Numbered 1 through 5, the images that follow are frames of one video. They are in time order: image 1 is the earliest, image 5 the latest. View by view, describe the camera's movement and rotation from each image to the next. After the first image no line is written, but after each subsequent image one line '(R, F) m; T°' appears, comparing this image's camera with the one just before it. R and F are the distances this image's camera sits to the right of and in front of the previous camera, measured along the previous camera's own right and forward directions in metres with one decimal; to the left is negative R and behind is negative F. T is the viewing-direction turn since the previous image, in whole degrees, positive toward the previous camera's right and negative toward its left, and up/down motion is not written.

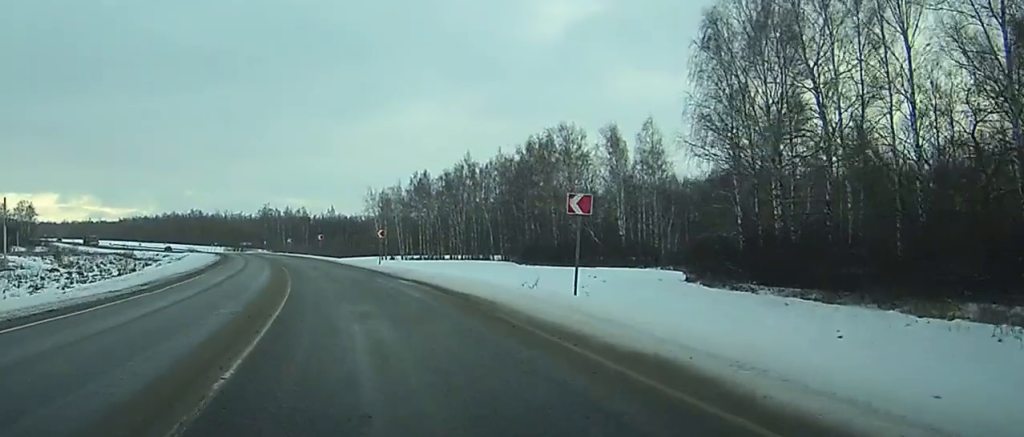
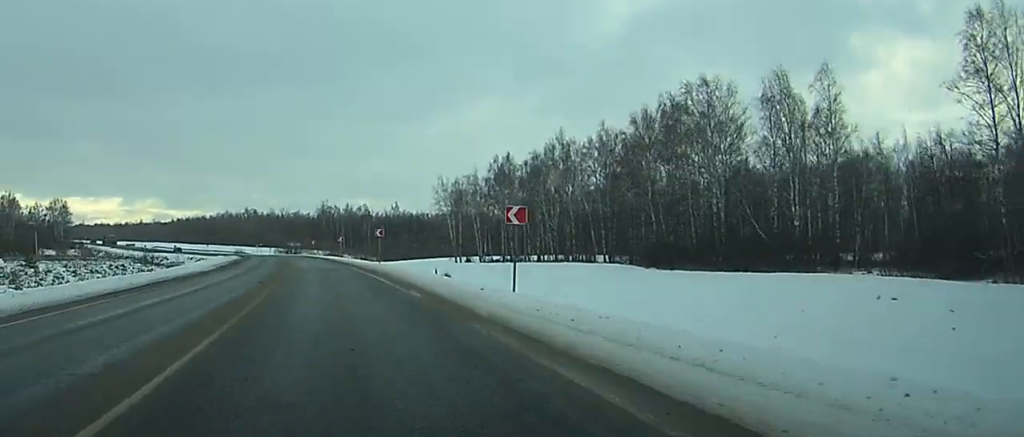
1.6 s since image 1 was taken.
(-0.9, +37.1) m; -3°
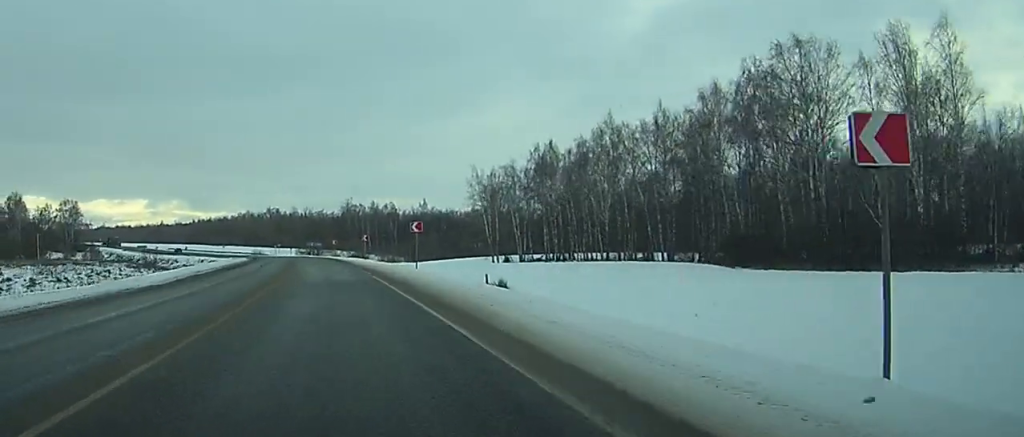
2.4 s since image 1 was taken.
(-0.2, +18.1) m; -2°
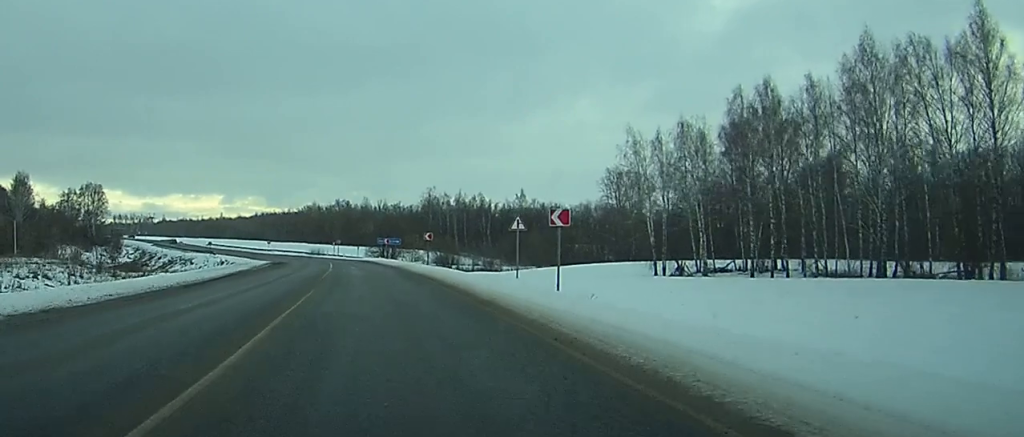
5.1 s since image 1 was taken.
(-3.5, +59.7) m; -5°
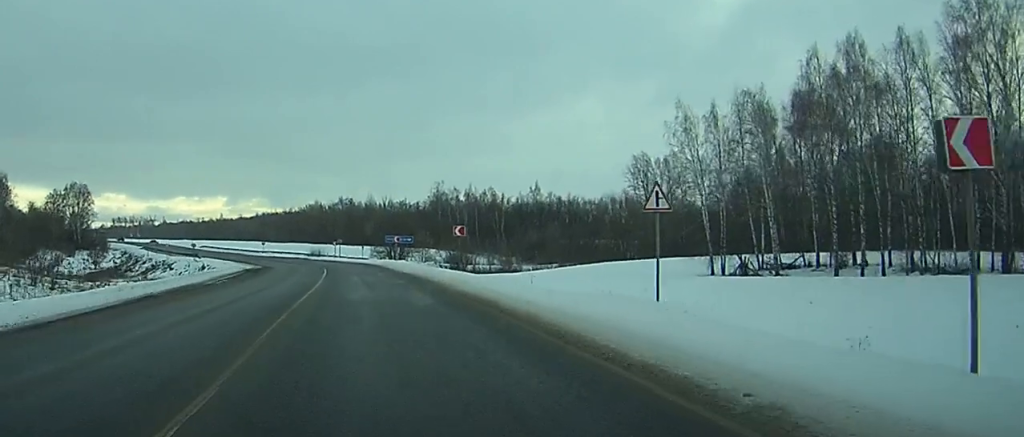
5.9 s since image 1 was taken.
(+0.1, +18.4) m; -1°
